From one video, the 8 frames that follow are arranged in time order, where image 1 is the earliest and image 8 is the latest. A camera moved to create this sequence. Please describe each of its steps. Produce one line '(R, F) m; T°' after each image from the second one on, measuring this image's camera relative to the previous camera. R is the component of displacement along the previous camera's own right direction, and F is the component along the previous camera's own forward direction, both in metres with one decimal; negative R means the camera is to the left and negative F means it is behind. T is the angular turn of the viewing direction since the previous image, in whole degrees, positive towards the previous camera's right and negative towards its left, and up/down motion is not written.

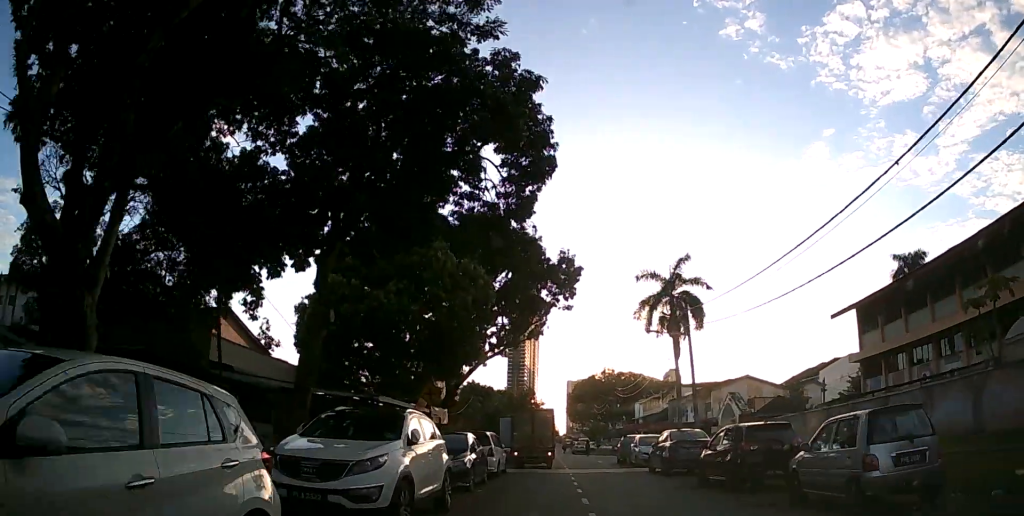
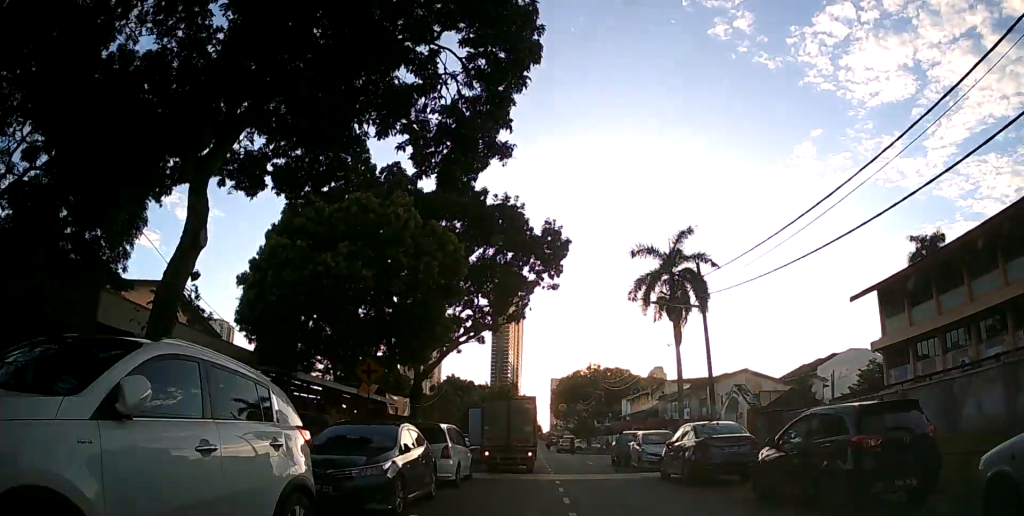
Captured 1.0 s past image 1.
(0.0, +5.0) m; 0°
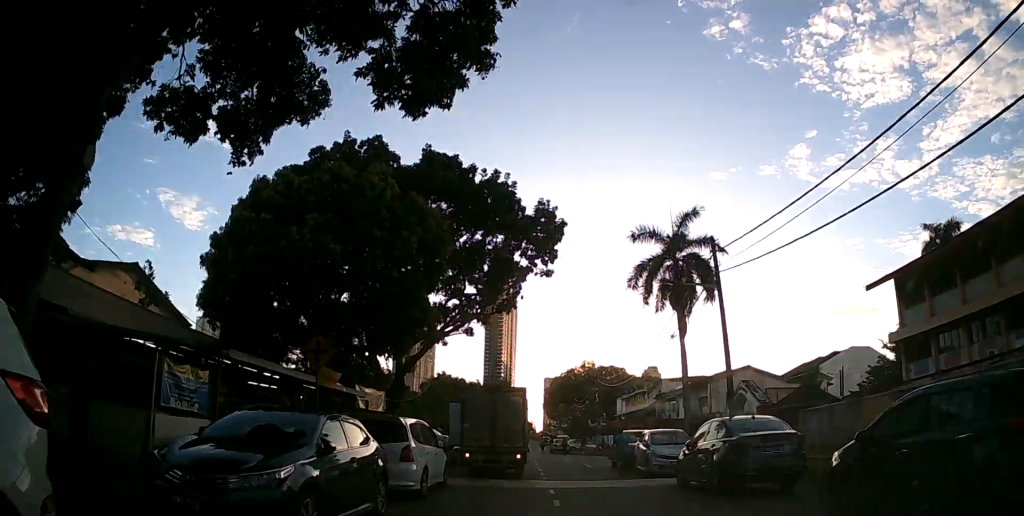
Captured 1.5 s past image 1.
(0.0, +2.9) m; 0°
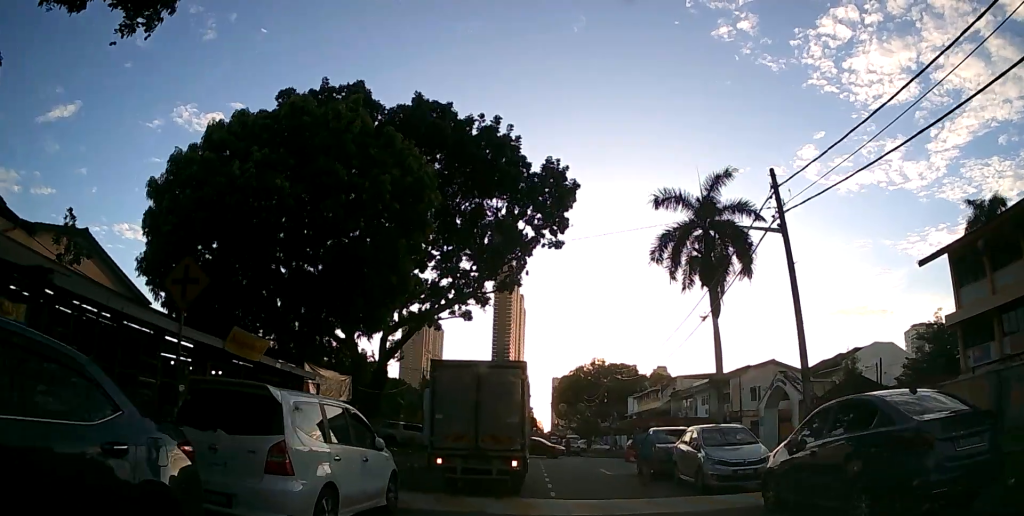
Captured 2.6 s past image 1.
(0.0, +5.2) m; +2°
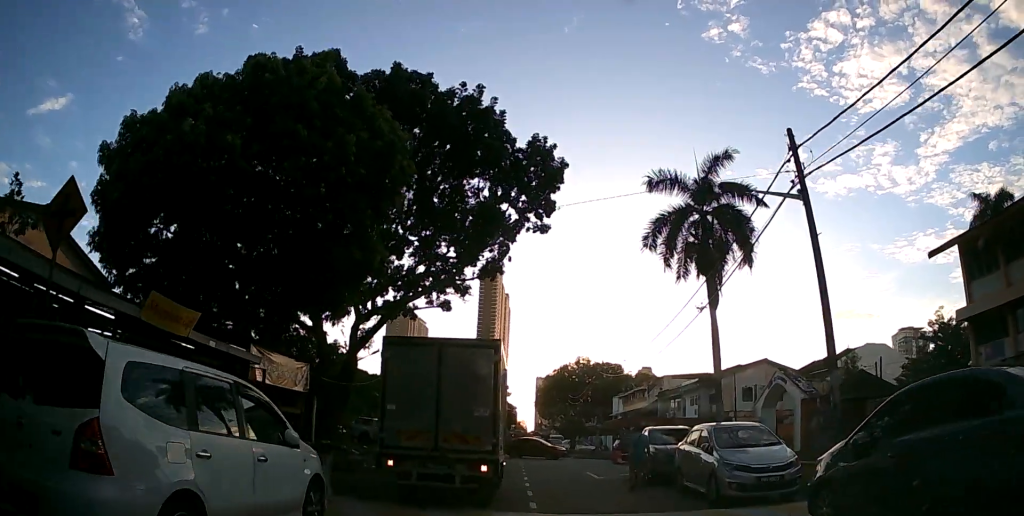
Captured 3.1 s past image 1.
(+0.1, +2.1) m; +2°
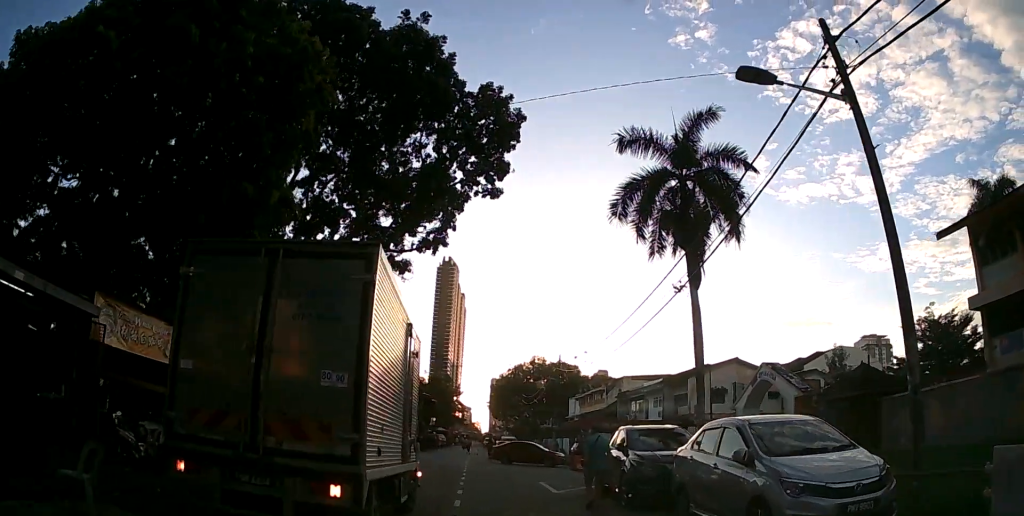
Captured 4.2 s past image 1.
(+0.1, +4.0) m; +1°
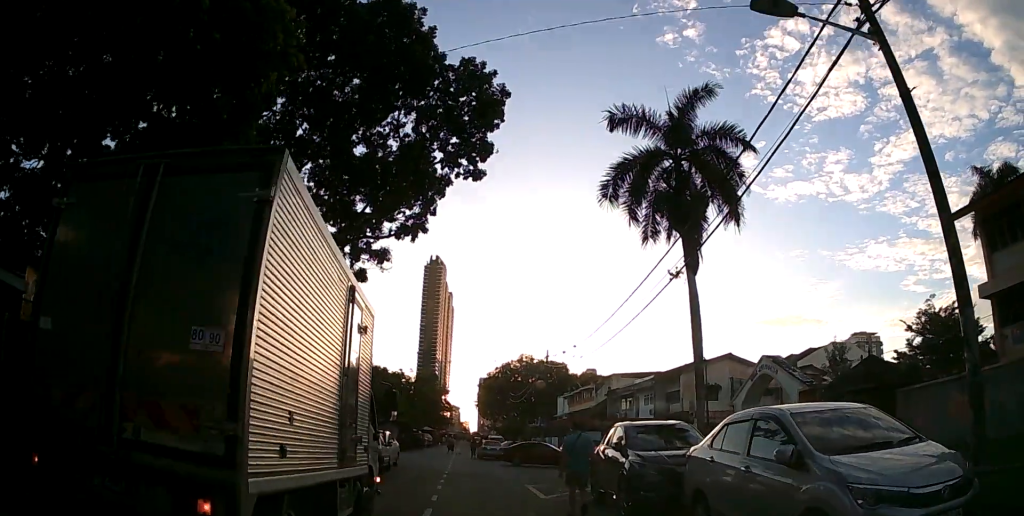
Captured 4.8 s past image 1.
(0.0, +1.6) m; -1°
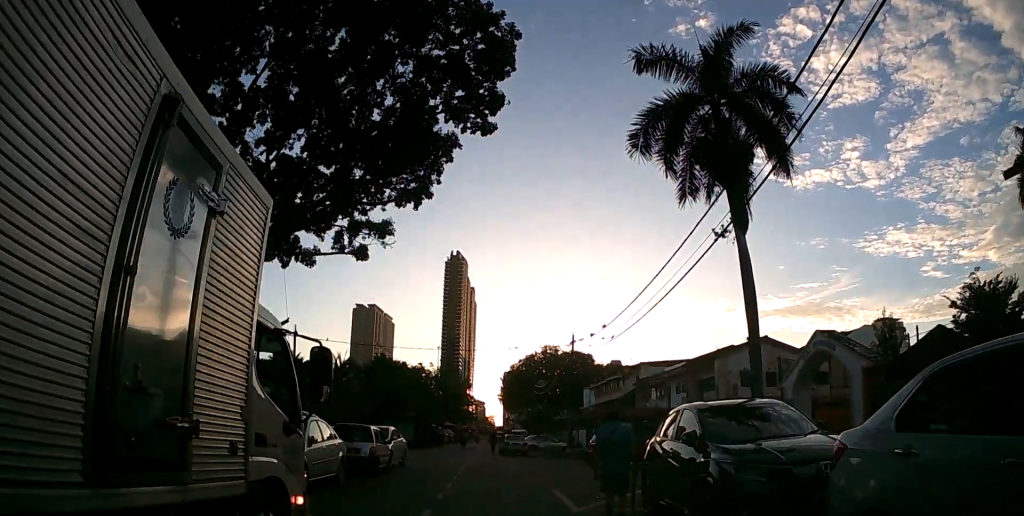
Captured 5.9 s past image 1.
(-0.1, +3.3) m; -2°
